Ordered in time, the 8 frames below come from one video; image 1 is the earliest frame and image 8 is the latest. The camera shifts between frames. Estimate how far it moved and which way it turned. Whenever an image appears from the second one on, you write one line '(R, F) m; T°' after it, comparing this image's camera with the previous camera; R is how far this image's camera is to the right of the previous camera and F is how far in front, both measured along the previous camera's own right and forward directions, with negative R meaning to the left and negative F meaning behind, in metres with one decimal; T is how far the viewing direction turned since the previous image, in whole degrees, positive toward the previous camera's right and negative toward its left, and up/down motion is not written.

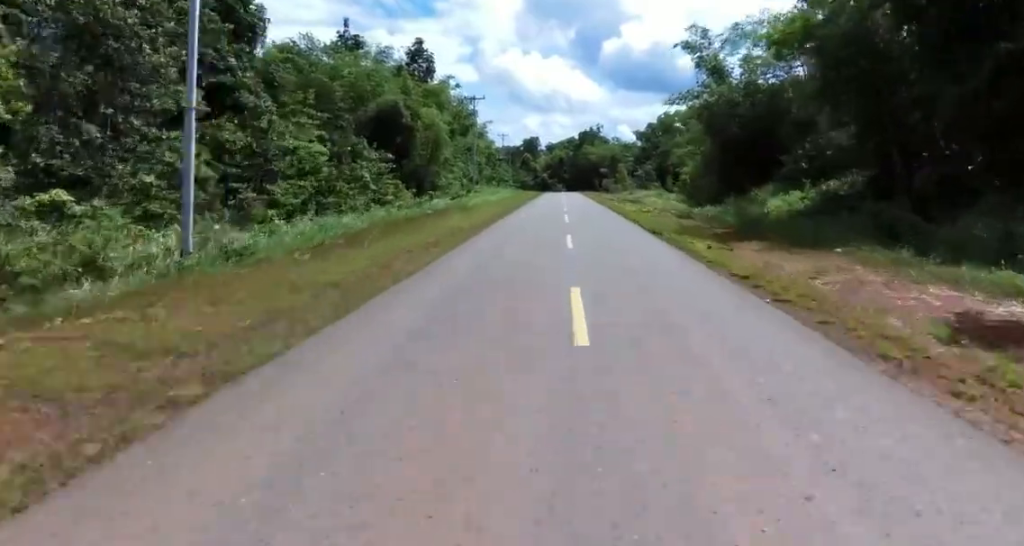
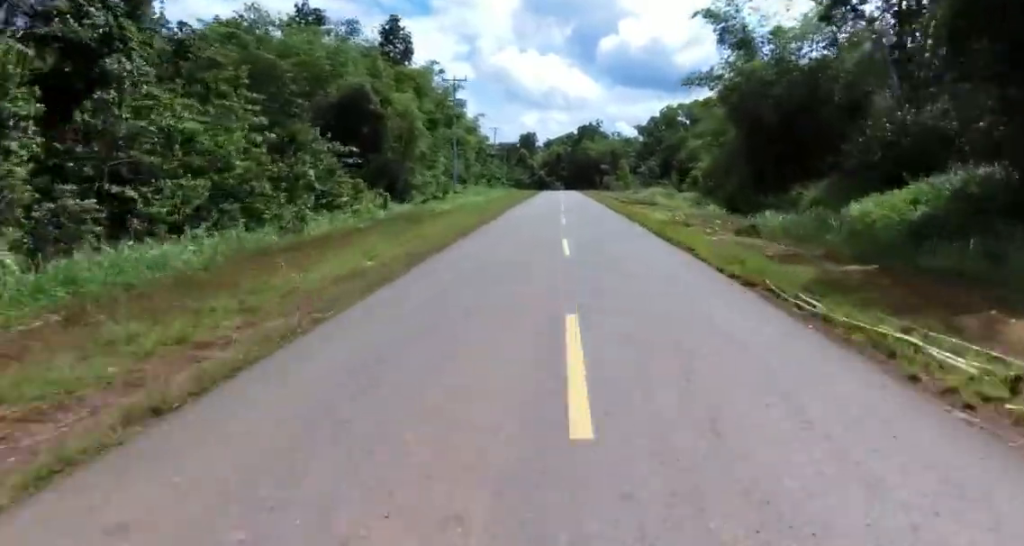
(+1.1, +10.3) m; +1°
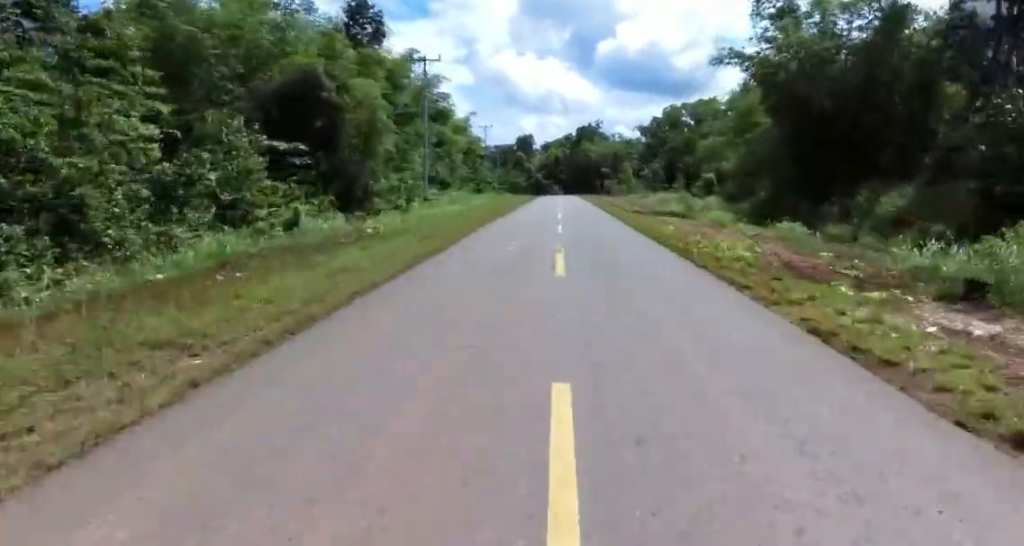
(-0.5, +10.7) m; -1°
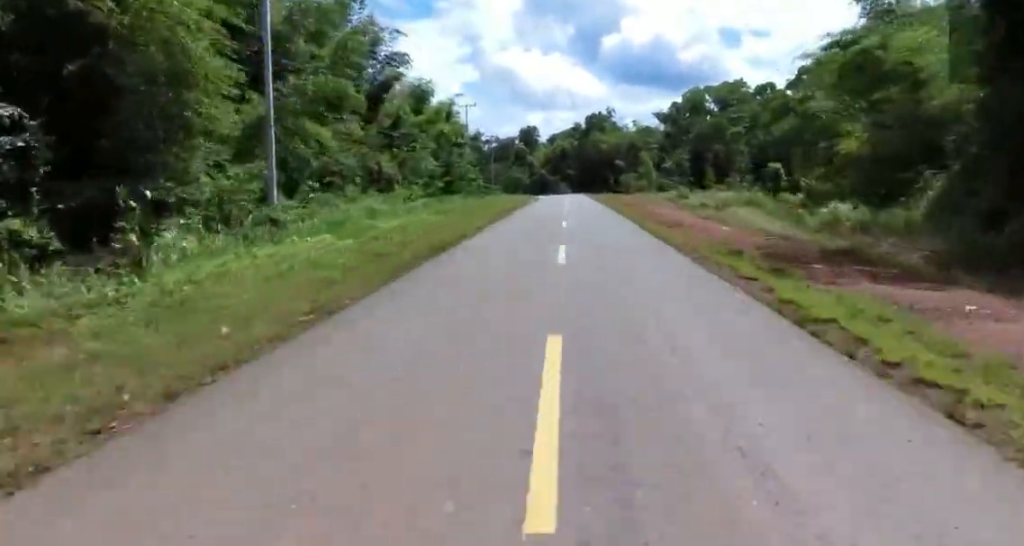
(-1.1, +23.4) m; -2°
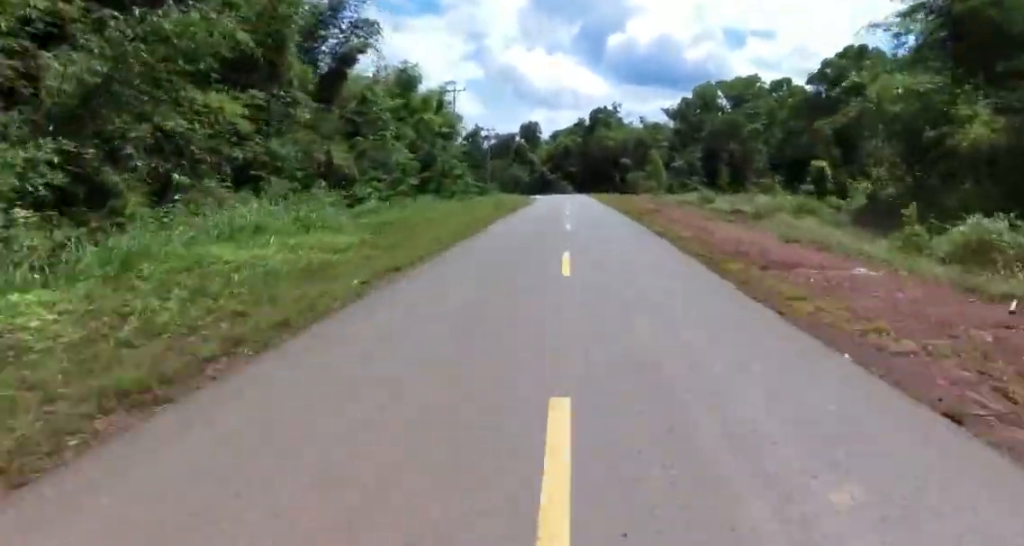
(+0.4, +10.2) m; 0°
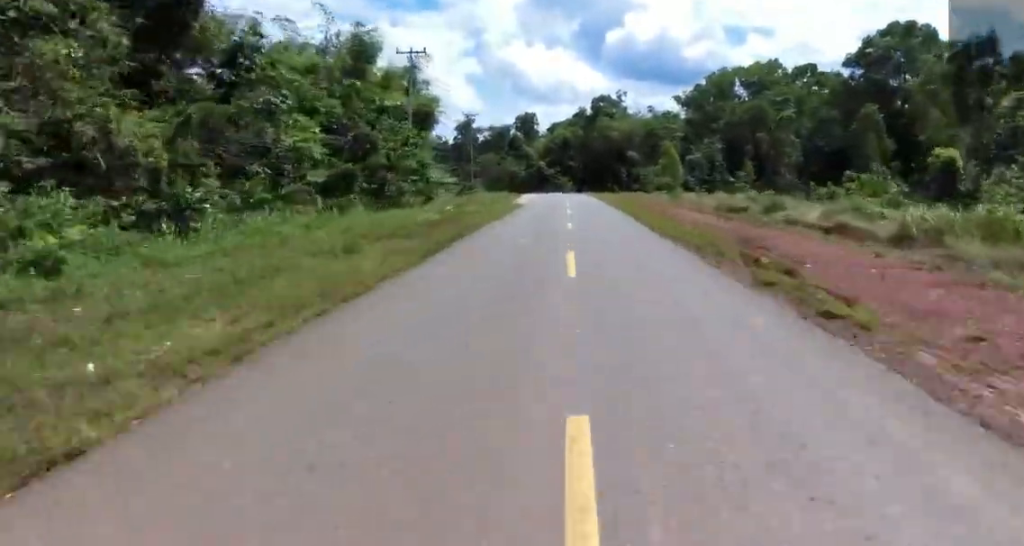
(0.0, +16.8) m; -1°
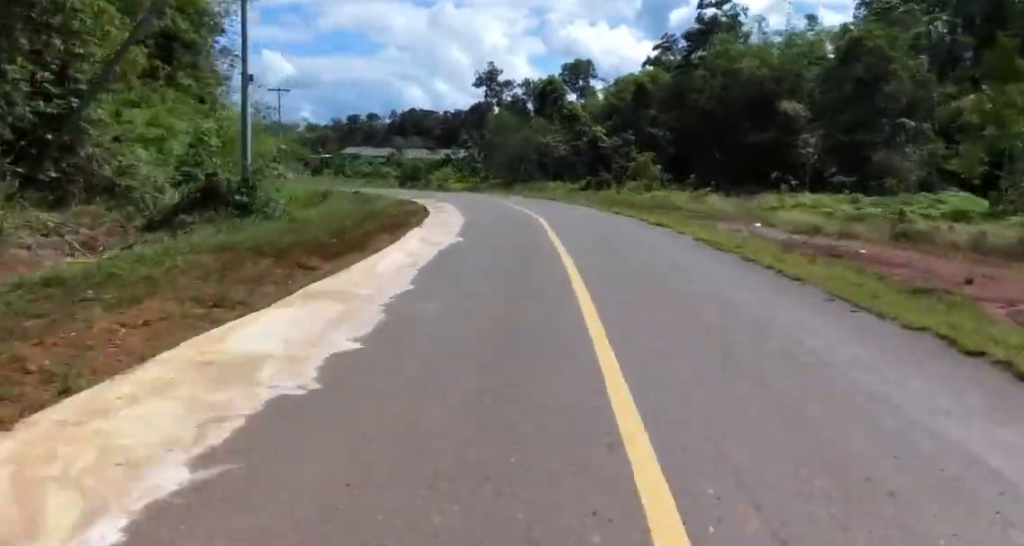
(-4.2, +66.7) m; -5°
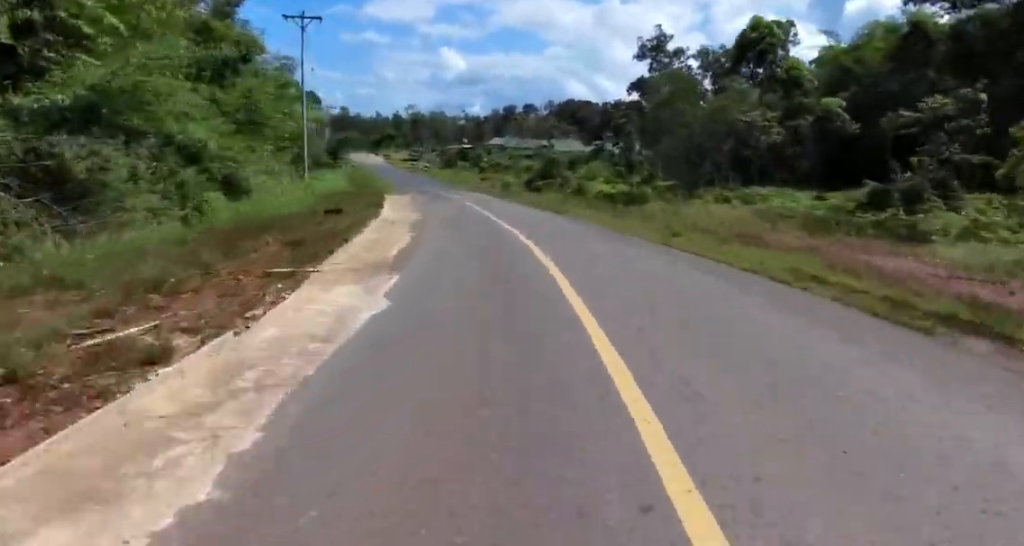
(0.0, +31.4) m; -8°
